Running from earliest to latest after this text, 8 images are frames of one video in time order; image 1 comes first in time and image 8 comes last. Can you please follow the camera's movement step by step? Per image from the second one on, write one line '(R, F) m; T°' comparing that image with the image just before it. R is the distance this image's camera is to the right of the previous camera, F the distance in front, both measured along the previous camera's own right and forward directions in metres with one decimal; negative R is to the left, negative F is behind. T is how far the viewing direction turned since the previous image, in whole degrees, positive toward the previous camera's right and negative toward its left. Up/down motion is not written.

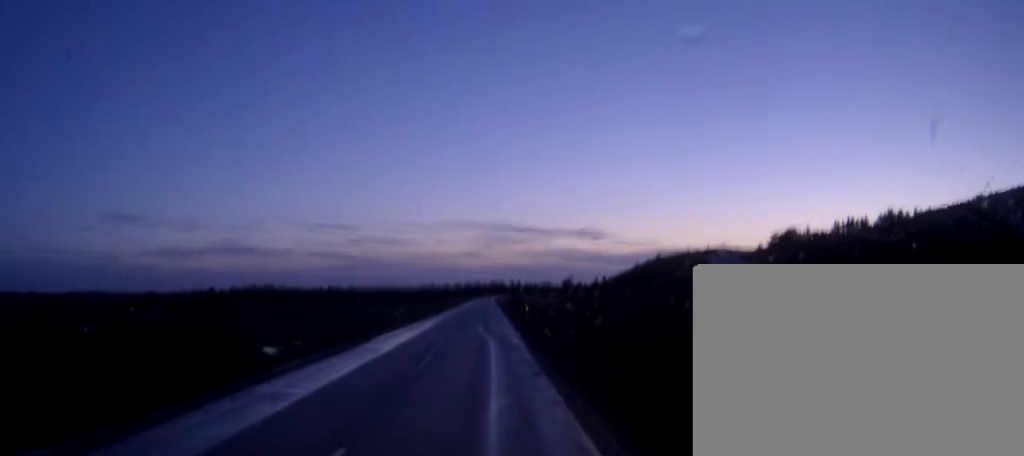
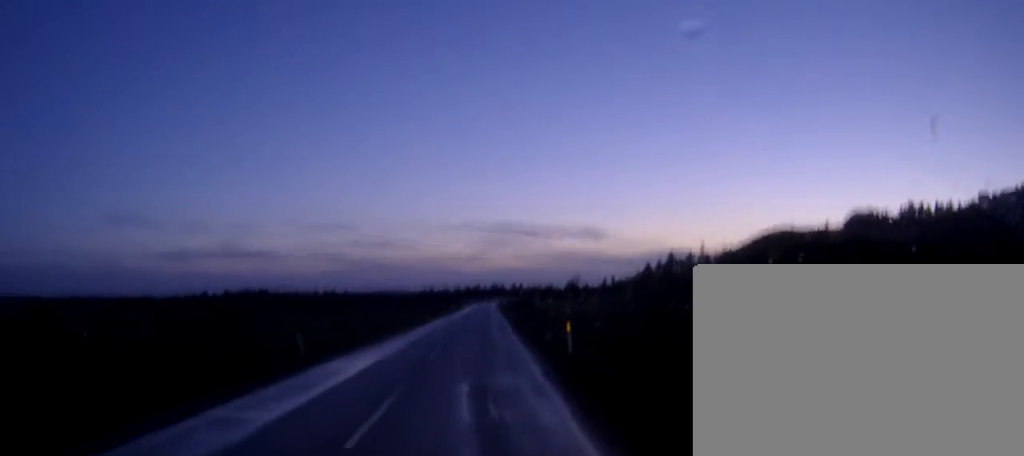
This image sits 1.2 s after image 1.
(0.0, +25.2) m; 0°
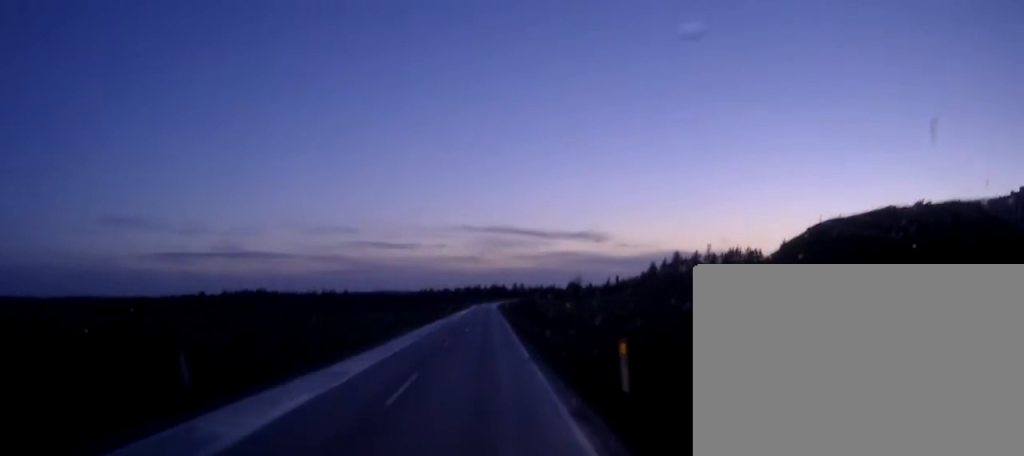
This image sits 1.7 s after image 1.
(0.0, +9.6) m; 0°
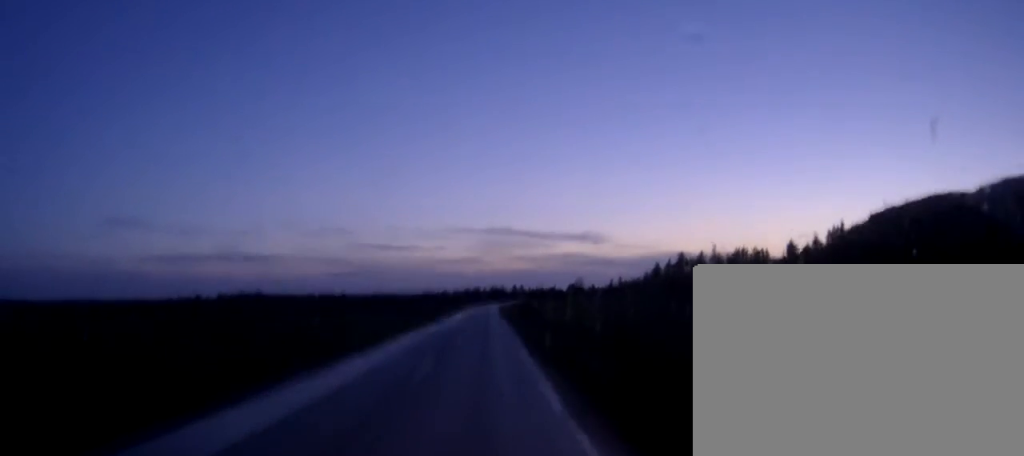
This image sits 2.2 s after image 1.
(0.0, +10.3) m; 0°
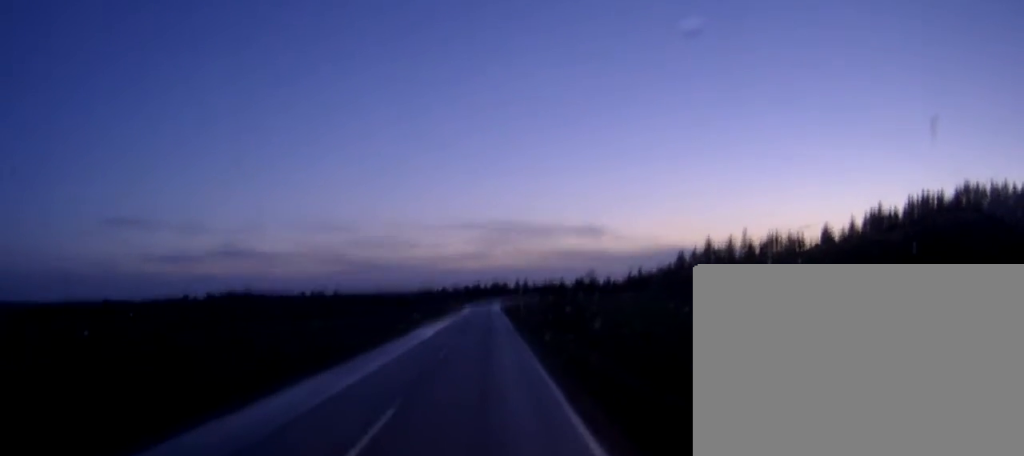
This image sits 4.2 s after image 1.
(0.0, +41.3) m; 0°
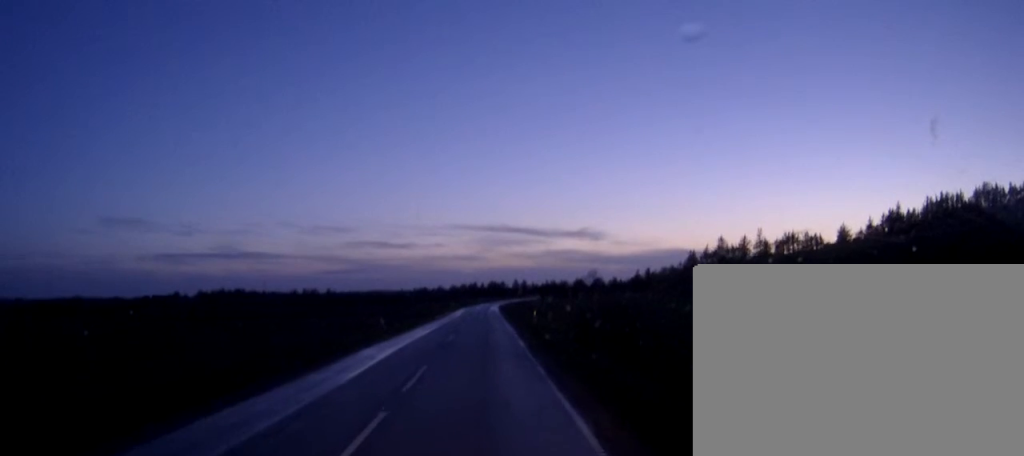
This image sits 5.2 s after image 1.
(0.0, +19.9) m; 0°
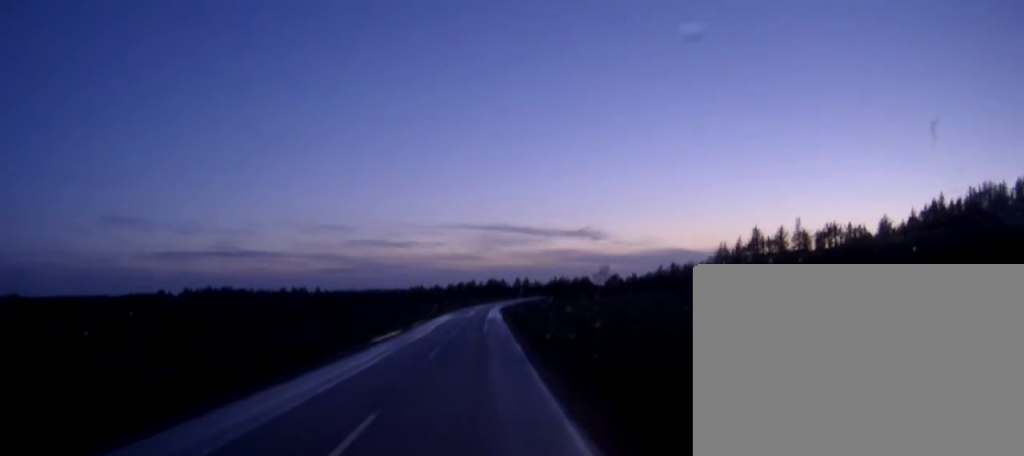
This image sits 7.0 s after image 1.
(+0.1, +38.2) m; 0°
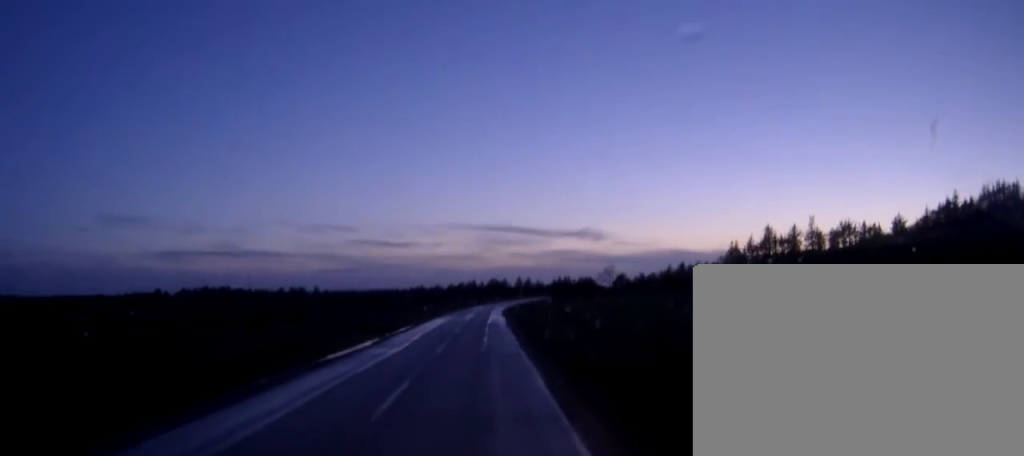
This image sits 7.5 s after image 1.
(0.0, +10.3) m; 0°
